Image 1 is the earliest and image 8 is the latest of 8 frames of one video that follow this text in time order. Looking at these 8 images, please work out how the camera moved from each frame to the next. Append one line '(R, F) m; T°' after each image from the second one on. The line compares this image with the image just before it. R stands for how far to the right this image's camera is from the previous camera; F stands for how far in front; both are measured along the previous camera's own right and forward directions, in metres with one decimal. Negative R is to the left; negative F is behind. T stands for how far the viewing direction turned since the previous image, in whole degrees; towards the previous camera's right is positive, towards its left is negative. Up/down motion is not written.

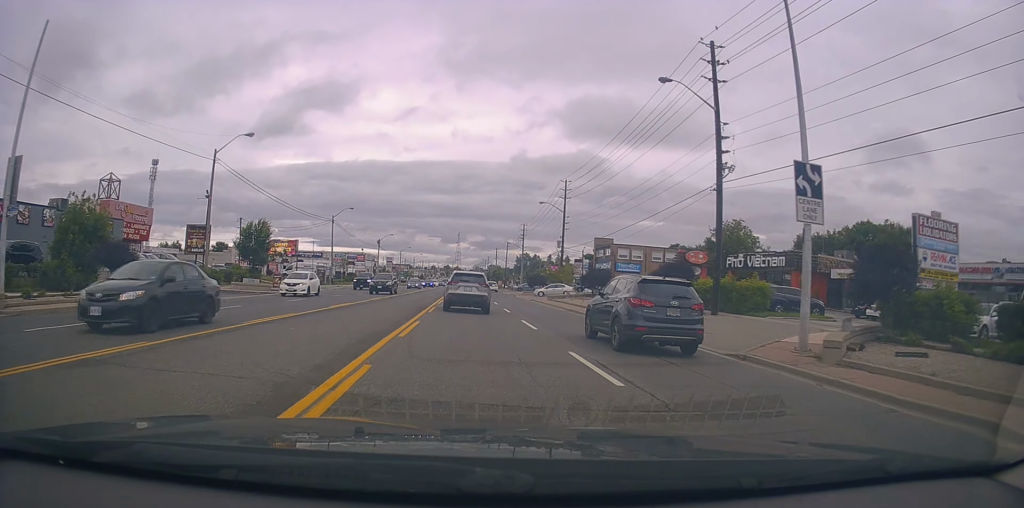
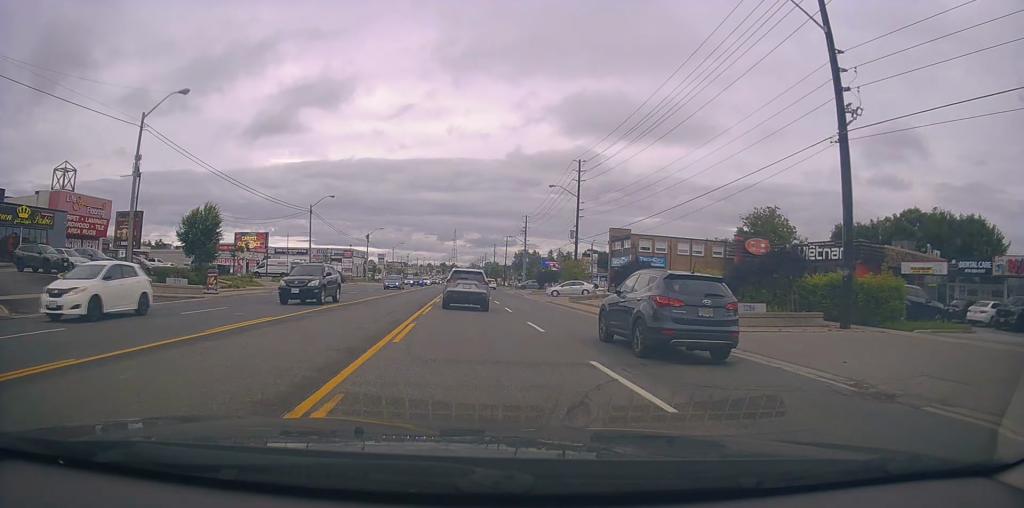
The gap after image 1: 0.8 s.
(0.0, +10.9) m; 0°
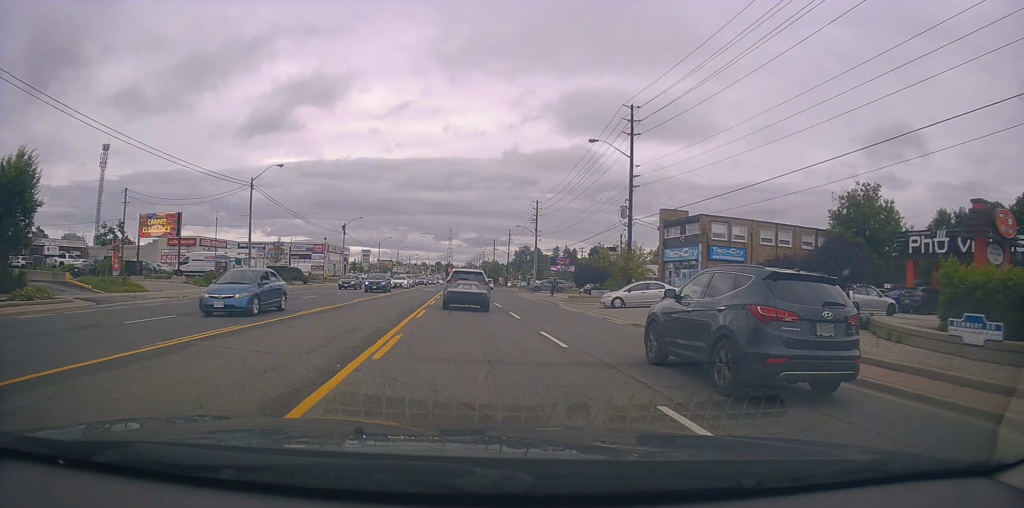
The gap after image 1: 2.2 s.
(+0.1, +21.2) m; 0°
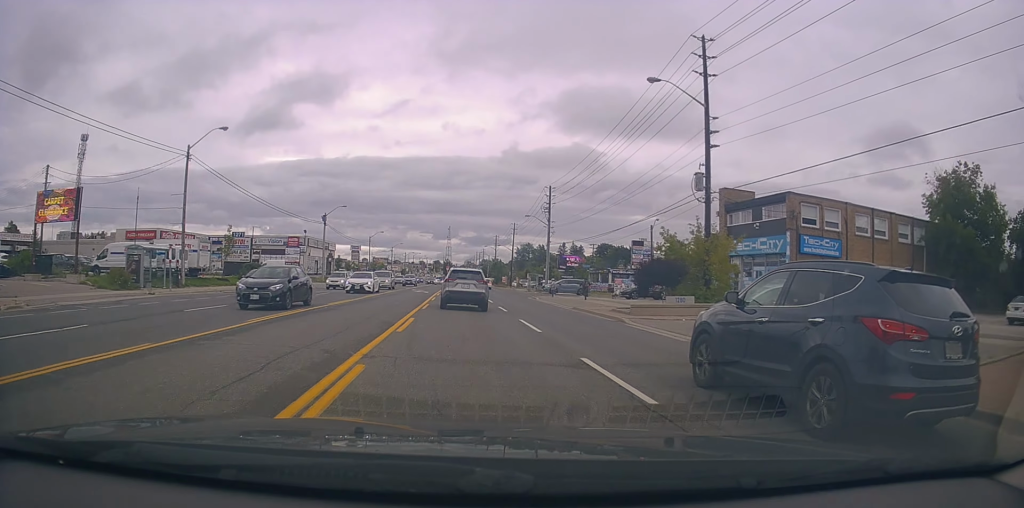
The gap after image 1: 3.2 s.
(-0.1, +13.9) m; -1°
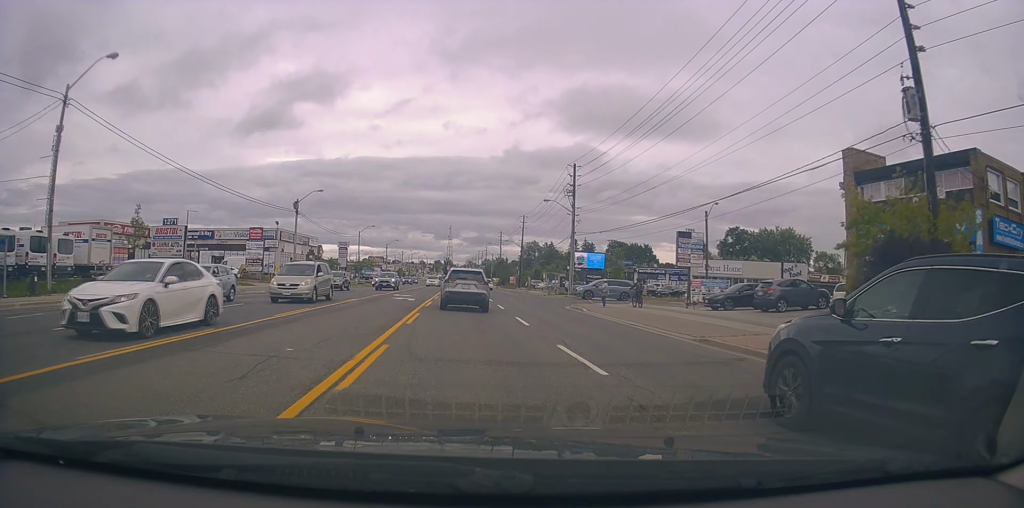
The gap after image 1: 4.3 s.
(0.0, +15.8) m; 0°
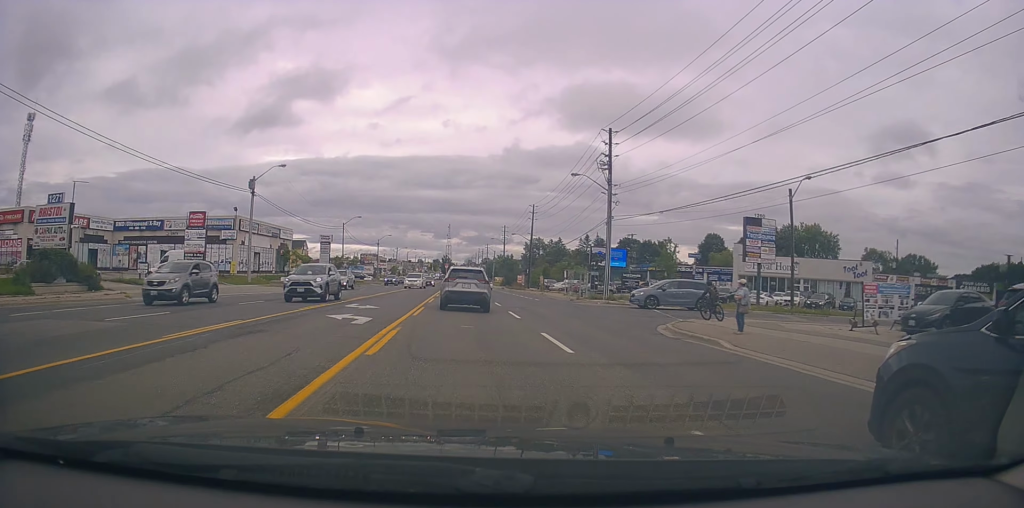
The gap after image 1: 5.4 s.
(+0.2, +15.3) m; +2°
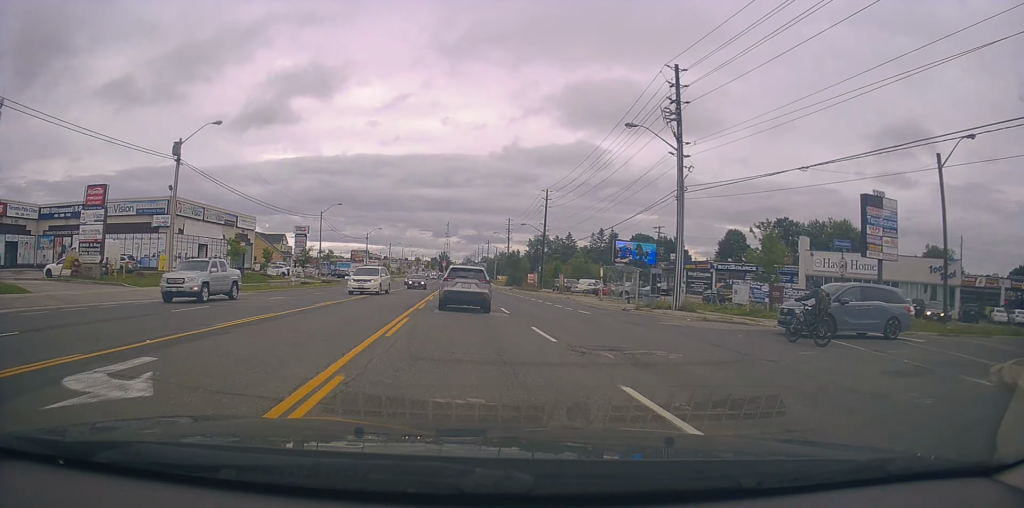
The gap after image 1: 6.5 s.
(+0.2, +15.7) m; -1°
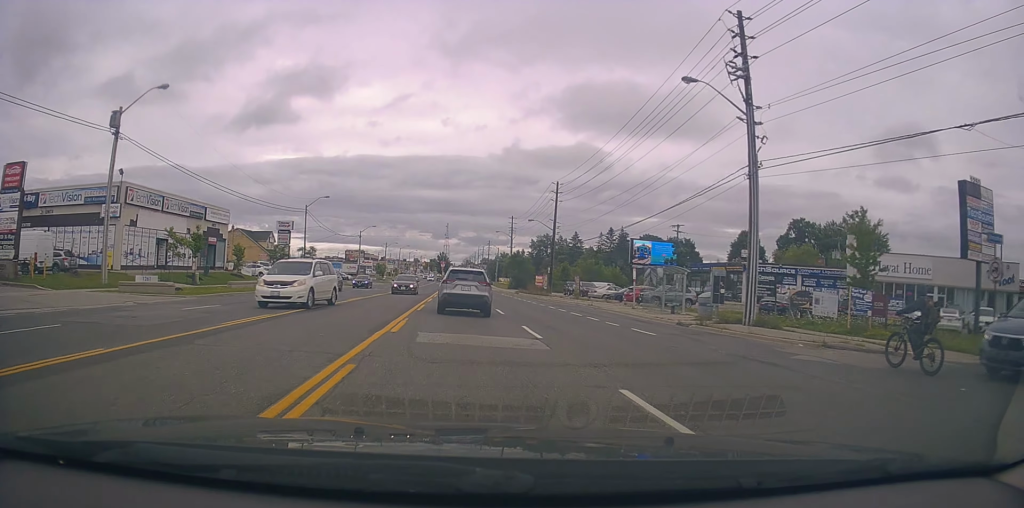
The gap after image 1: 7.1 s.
(-0.2, +8.6) m; -1°
